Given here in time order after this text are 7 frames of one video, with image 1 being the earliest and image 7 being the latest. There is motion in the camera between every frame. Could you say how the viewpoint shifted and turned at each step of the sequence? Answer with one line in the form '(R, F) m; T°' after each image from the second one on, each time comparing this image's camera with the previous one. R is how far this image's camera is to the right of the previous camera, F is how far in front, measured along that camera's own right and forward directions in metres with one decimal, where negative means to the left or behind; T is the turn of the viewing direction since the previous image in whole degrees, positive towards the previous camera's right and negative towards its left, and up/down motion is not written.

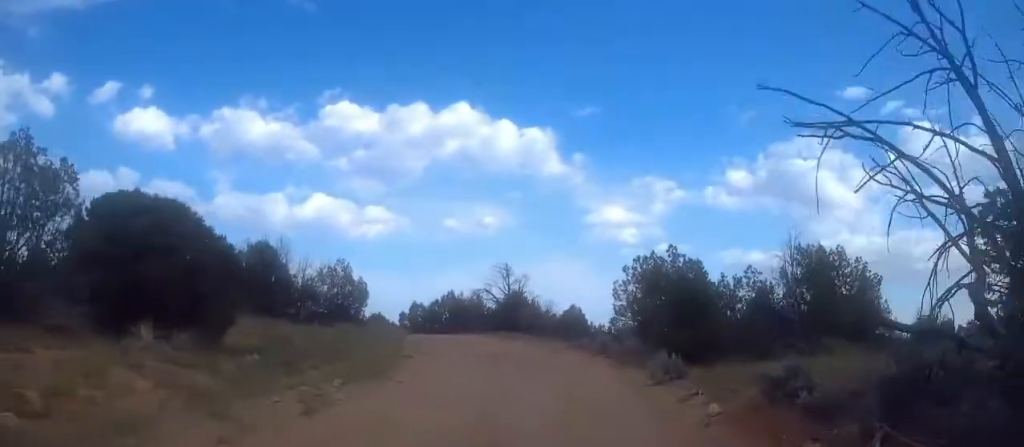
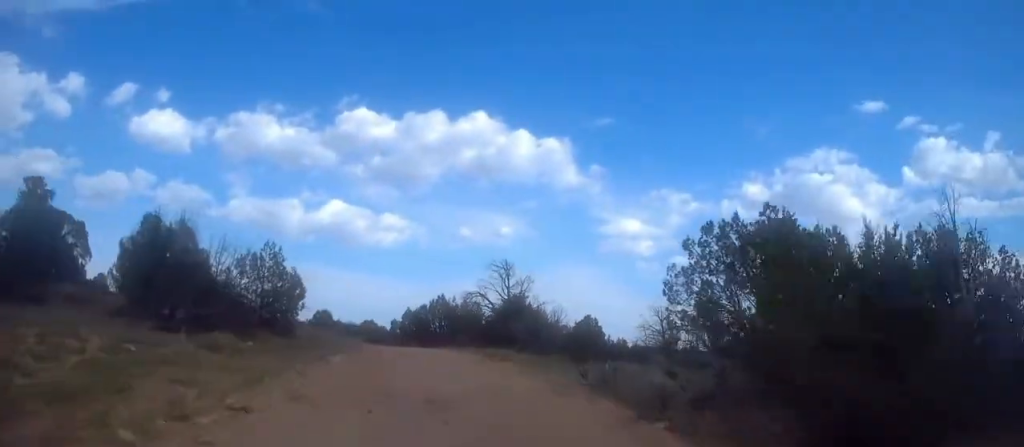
(0.0, +12.6) m; -2°
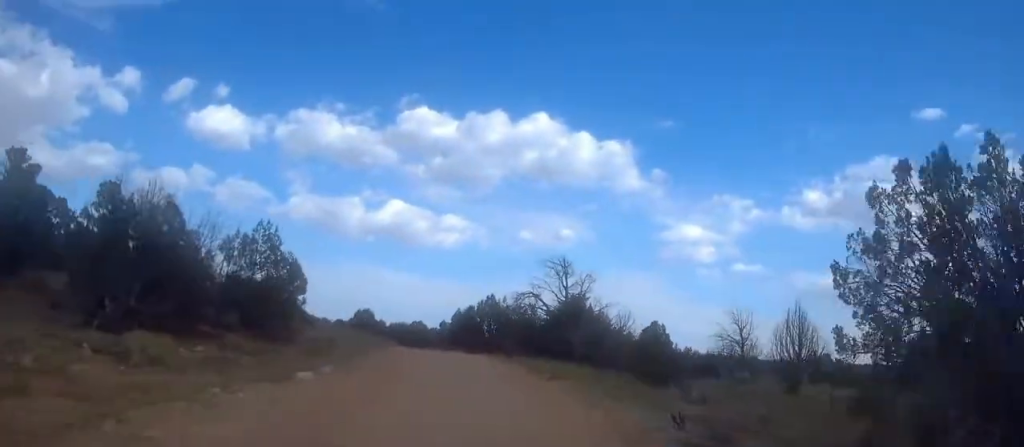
(+0.1, +7.1) m; -3°
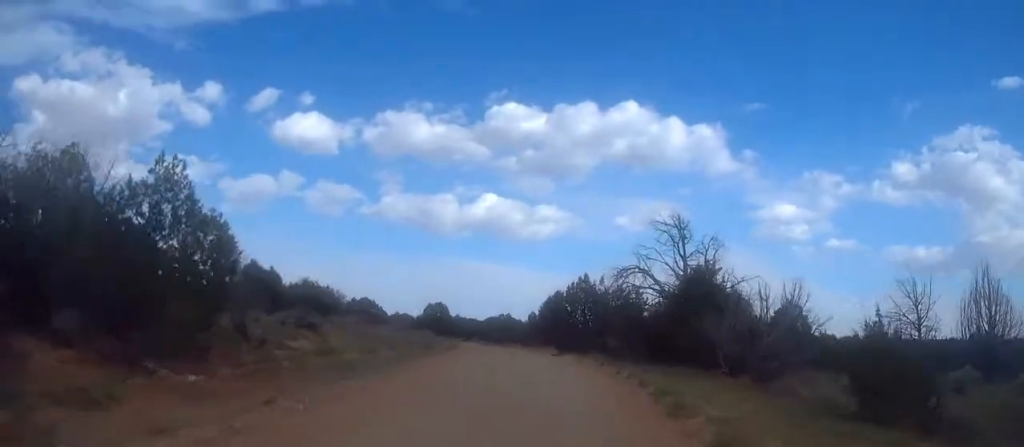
(-0.9, +12.7) m; -7°
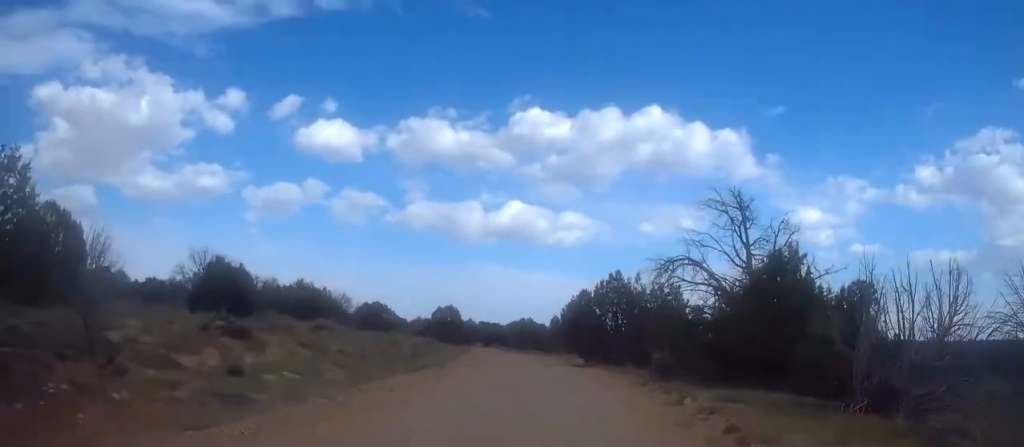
(-0.4, +7.8) m; -5°
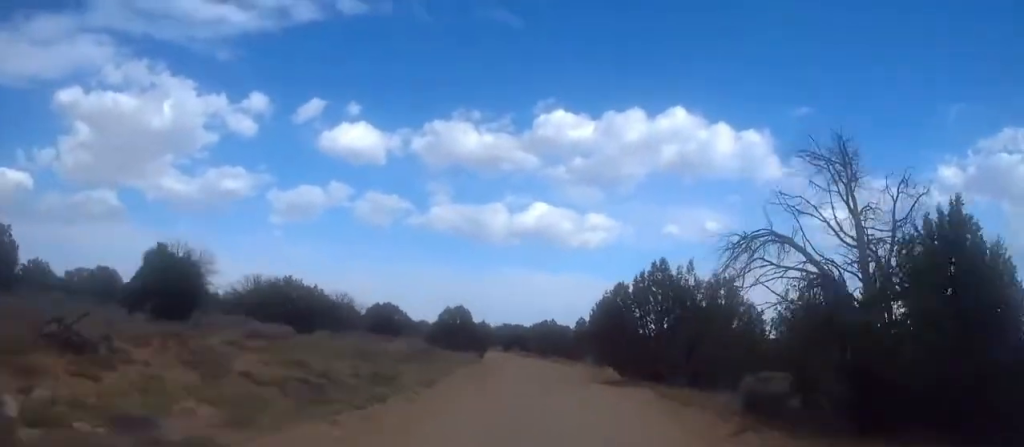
(-0.3, +8.1) m; -2°
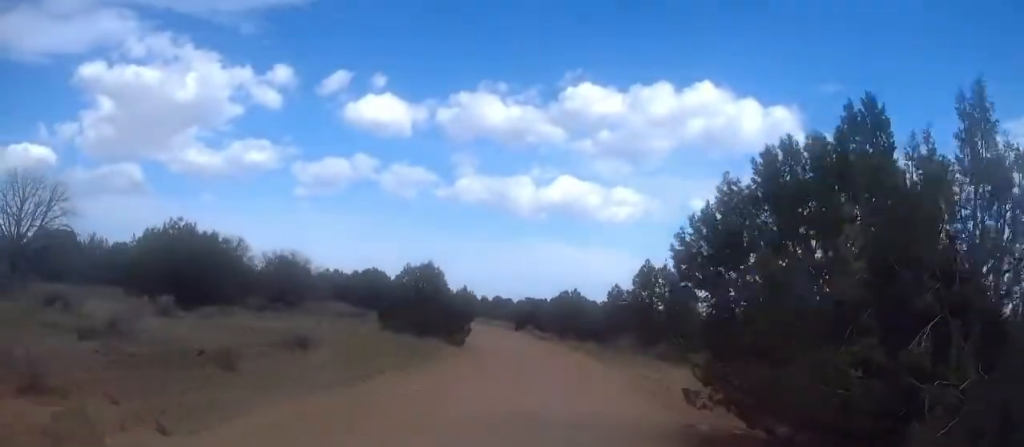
(-0.8, +18.2) m; -4°
